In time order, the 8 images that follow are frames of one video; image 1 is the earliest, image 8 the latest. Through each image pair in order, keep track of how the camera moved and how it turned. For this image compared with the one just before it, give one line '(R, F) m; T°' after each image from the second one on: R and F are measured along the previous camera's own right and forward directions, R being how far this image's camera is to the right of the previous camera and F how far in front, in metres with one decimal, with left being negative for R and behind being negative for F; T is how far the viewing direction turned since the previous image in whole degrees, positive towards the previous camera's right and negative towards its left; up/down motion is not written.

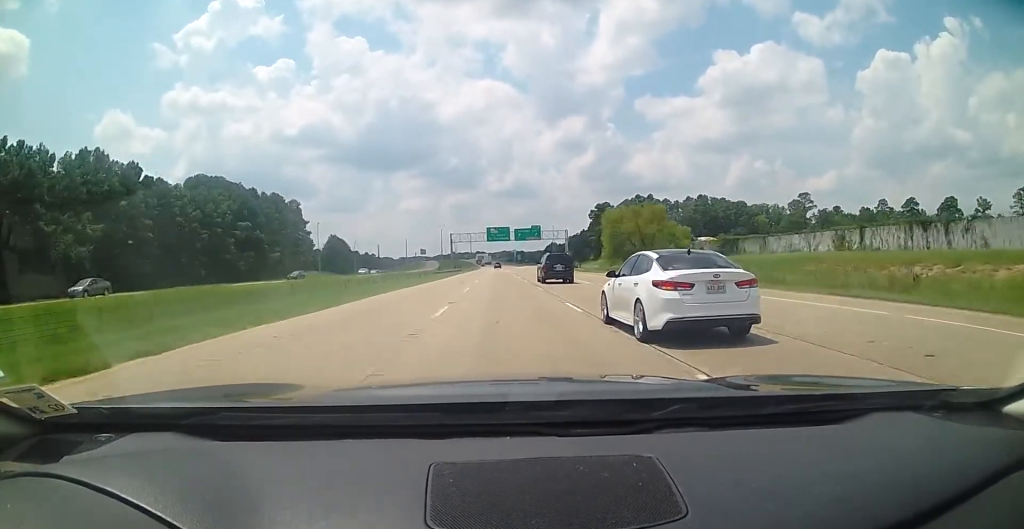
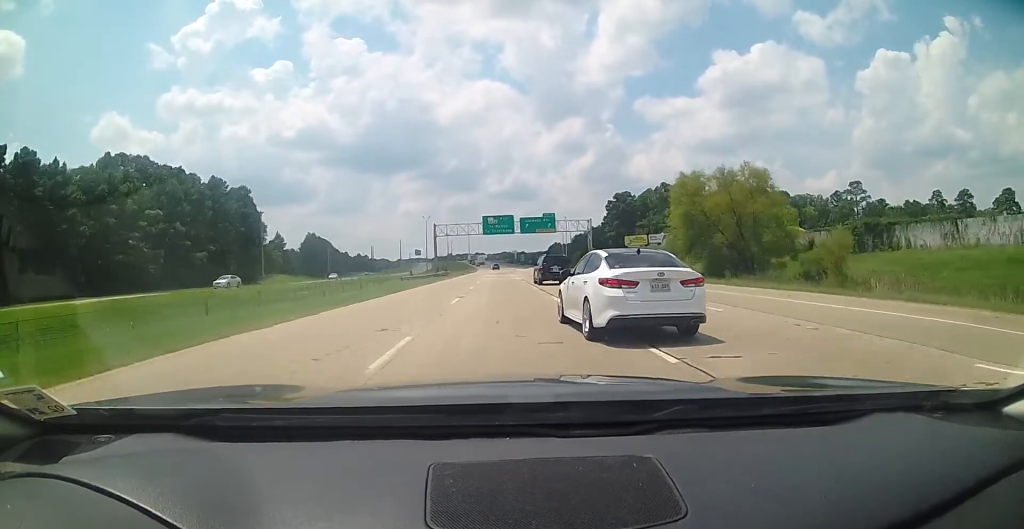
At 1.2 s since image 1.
(-0.4, +32.5) m; 0°
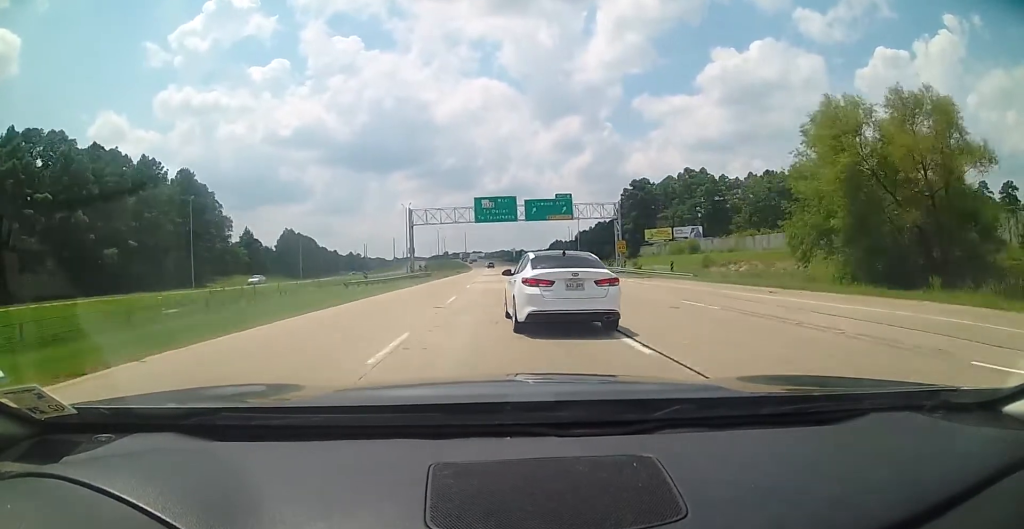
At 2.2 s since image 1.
(+0.4, +24.4) m; +1°
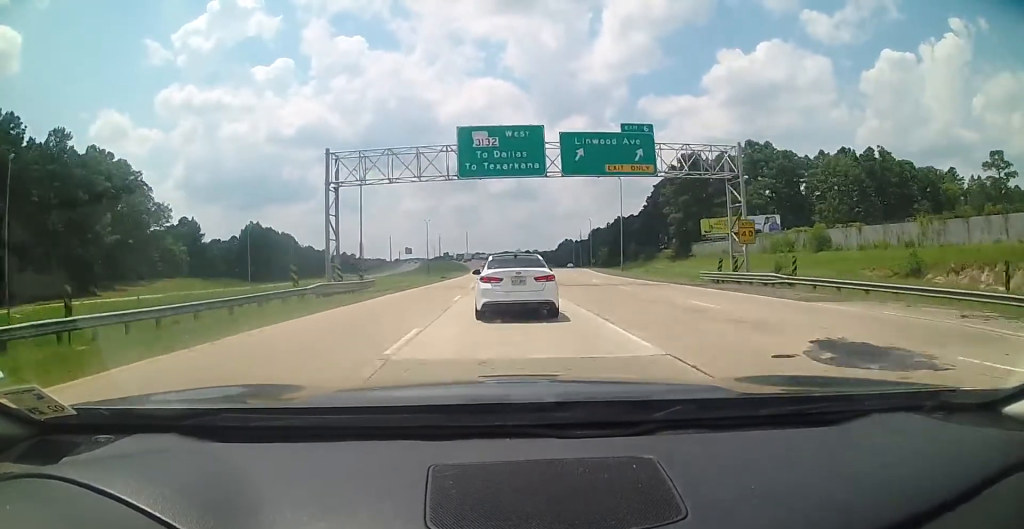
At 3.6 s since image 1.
(0.0, +36.2) m; -1°
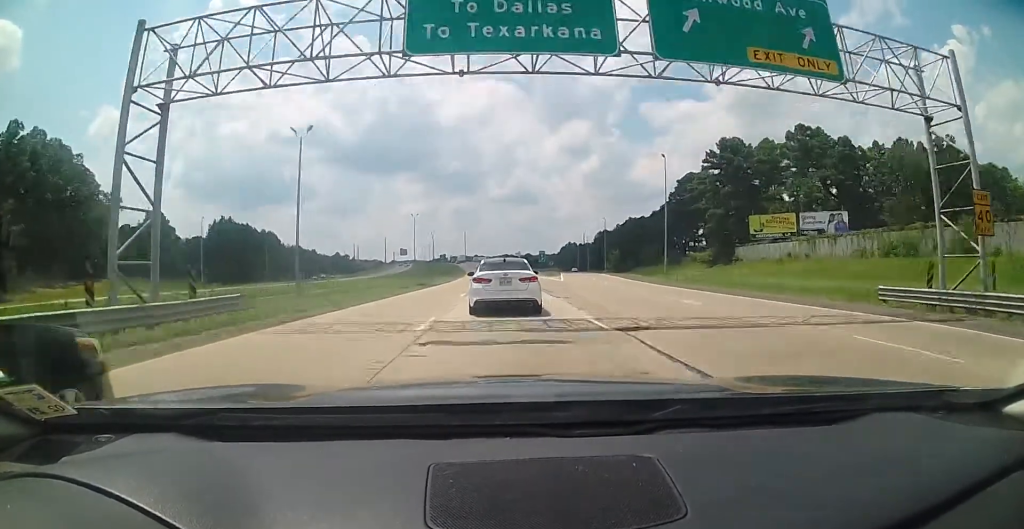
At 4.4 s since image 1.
(-0.1, +20.5) m; -1°
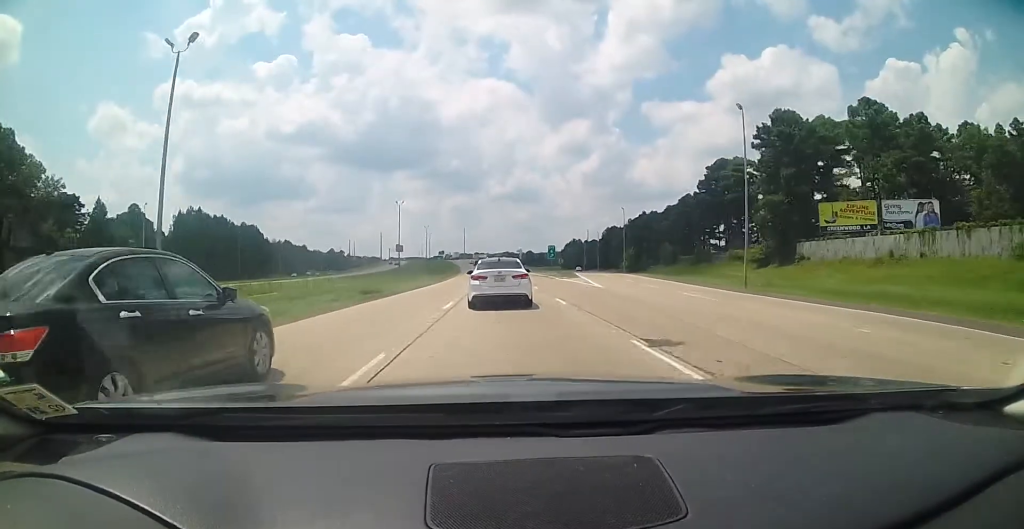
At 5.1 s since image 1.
(-0.3, +18.7) m; 0°
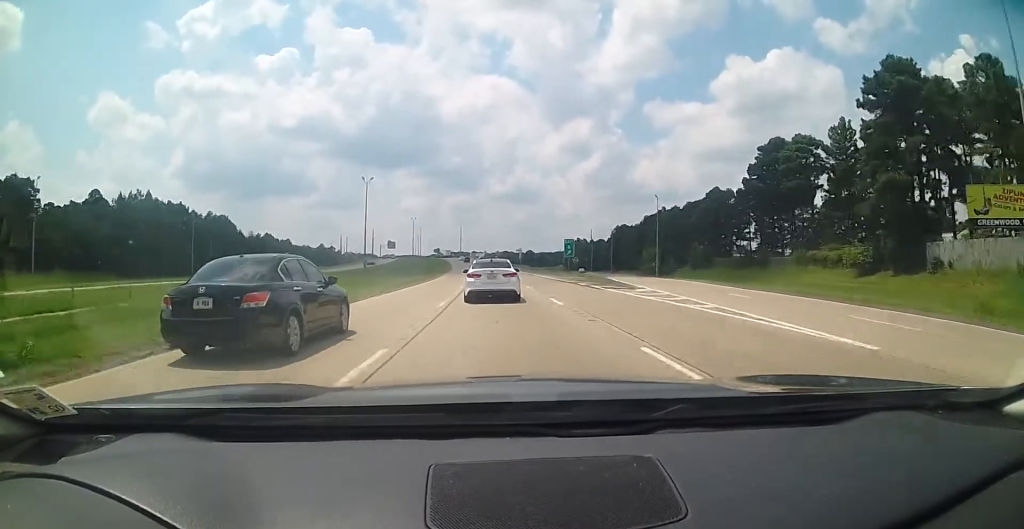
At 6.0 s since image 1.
(+0.5, +23.9) m; 0°
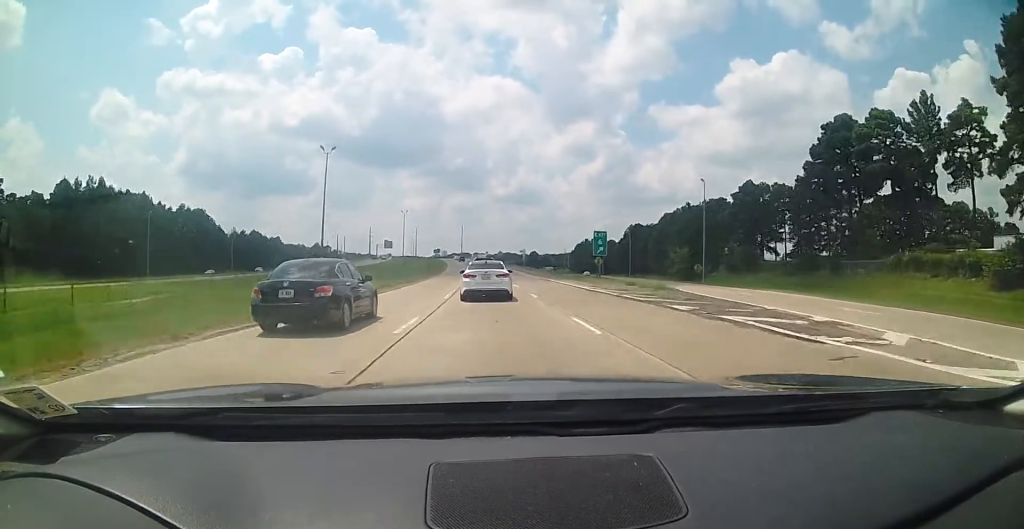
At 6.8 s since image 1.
(-0.4, +18.8) m; 0°
